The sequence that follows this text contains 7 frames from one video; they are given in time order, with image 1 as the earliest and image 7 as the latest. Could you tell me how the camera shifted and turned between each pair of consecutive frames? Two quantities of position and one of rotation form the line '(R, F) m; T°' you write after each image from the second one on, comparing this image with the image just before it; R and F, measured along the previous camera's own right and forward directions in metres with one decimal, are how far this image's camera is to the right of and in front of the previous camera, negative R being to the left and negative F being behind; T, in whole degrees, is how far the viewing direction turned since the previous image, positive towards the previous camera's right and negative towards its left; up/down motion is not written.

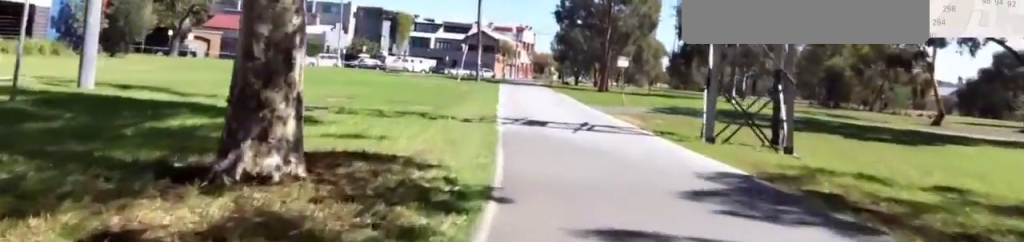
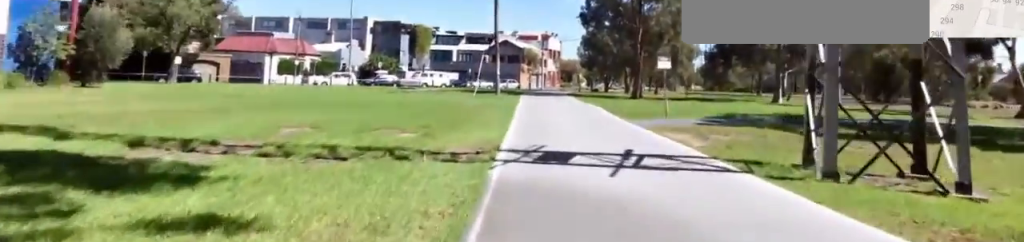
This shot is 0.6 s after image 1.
(0.0, +4.4) m; -5°
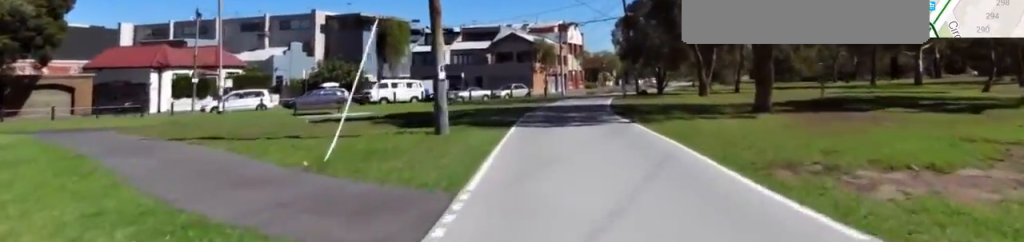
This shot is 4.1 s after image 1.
(-0.8, +25.4) m; -5°
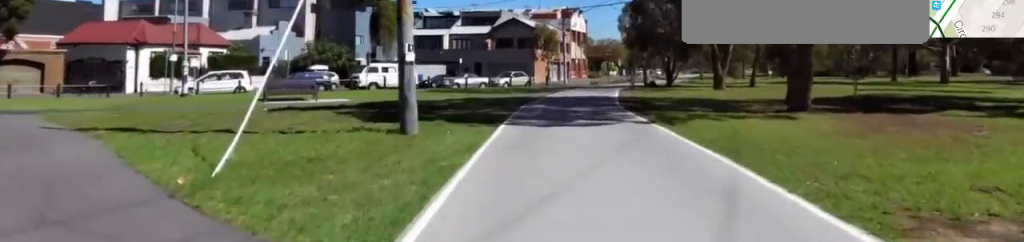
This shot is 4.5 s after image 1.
(-0.4, +3.4) m; -1°
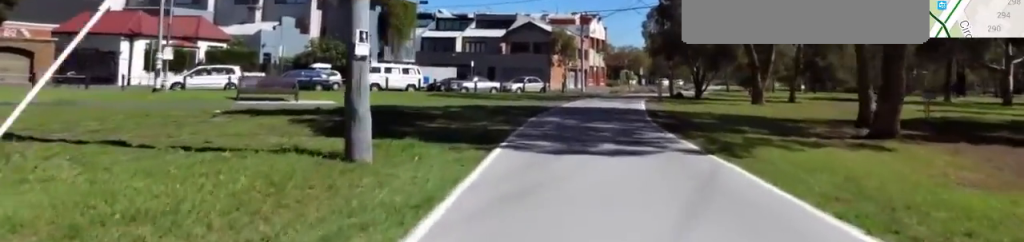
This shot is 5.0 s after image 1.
(-0.7, +3.6) m; 0°
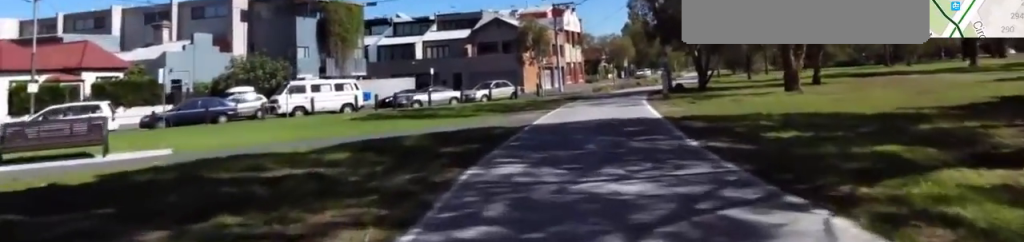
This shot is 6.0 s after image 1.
(+1.0, +8.4) m; +9°
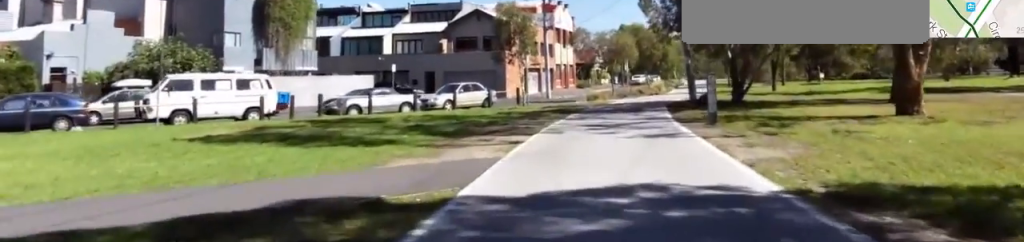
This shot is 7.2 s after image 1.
(+0.2, +8.8) m; +2°
